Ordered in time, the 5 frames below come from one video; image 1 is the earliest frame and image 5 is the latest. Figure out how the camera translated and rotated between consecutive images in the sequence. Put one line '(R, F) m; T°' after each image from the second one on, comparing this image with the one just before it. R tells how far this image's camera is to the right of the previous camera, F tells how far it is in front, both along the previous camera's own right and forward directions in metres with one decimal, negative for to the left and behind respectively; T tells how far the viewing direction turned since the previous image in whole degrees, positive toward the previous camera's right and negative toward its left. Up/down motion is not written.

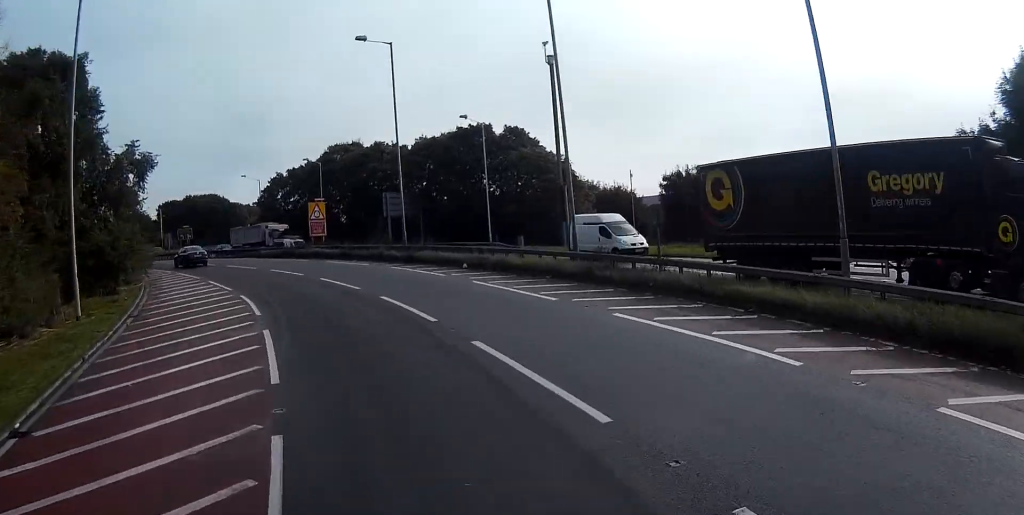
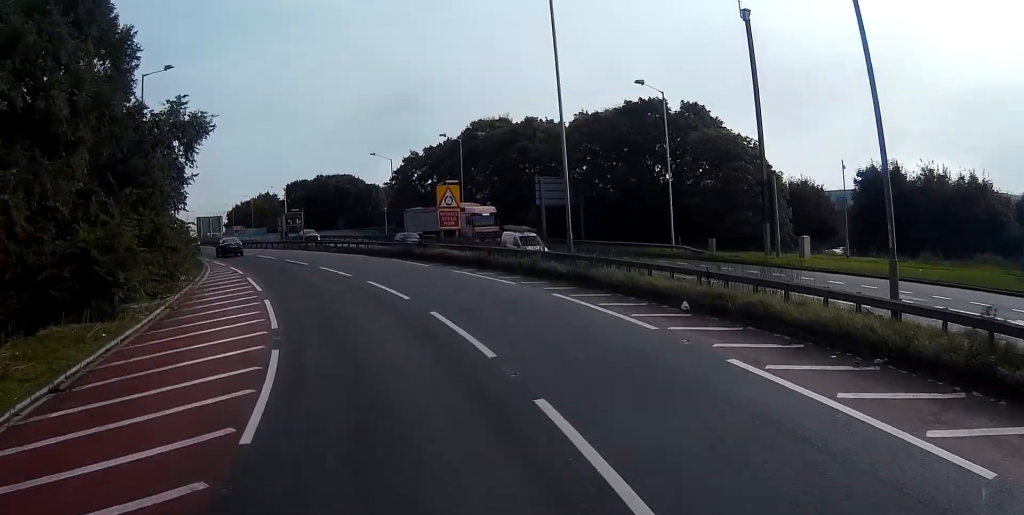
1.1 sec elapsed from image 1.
(-2.6, +12.3) m; -12°
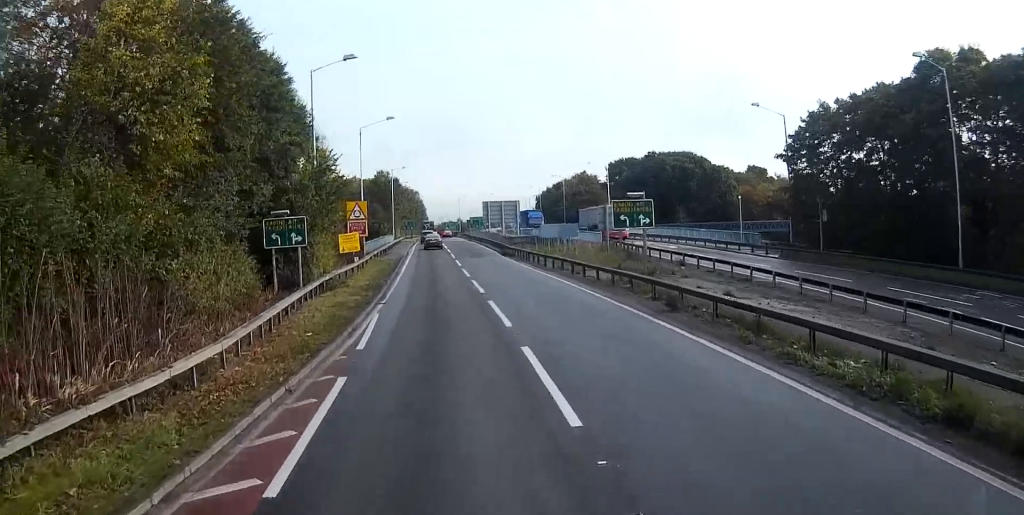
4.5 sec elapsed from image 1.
(0.0, +37.4) m; 0°
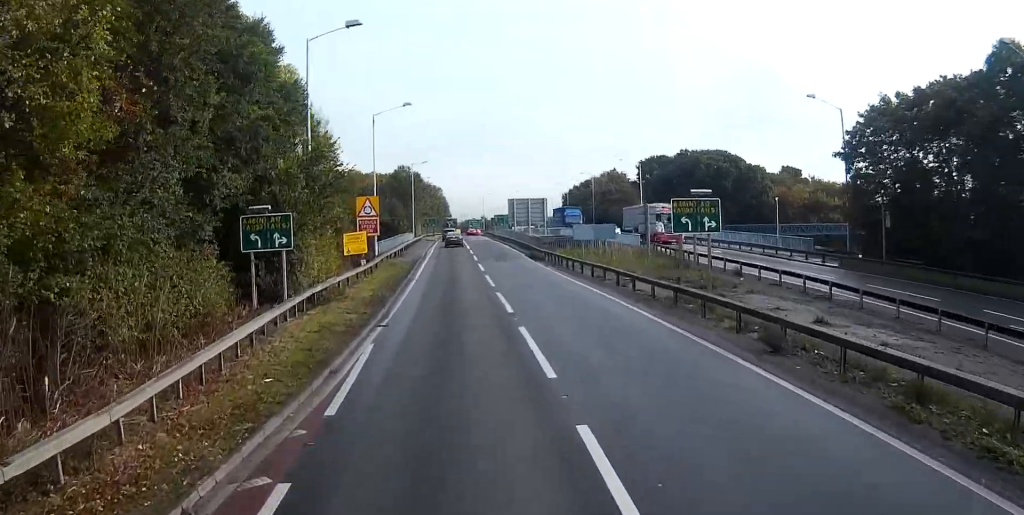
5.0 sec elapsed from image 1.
(0.0, +5.5) m; 0°
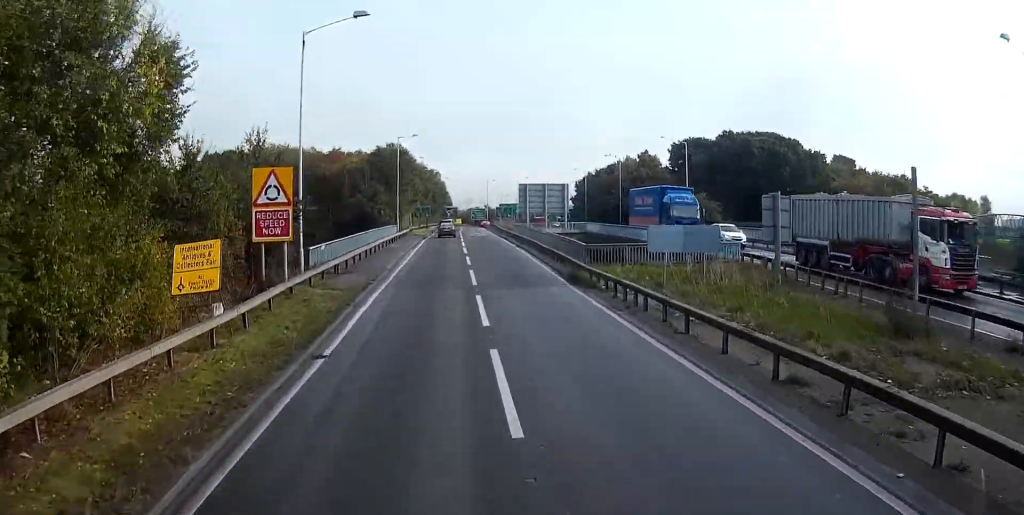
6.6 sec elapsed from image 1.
(0.0, +20.7) m; 0°
